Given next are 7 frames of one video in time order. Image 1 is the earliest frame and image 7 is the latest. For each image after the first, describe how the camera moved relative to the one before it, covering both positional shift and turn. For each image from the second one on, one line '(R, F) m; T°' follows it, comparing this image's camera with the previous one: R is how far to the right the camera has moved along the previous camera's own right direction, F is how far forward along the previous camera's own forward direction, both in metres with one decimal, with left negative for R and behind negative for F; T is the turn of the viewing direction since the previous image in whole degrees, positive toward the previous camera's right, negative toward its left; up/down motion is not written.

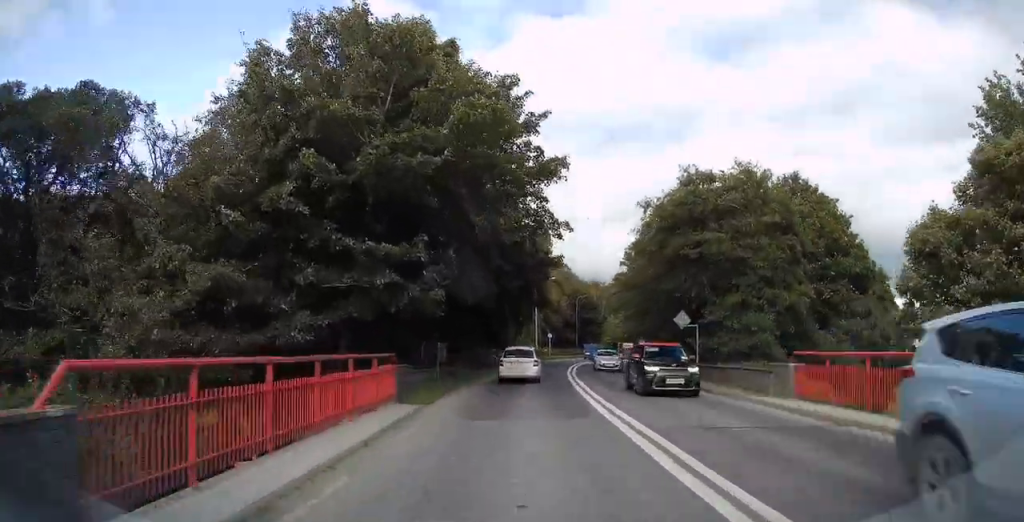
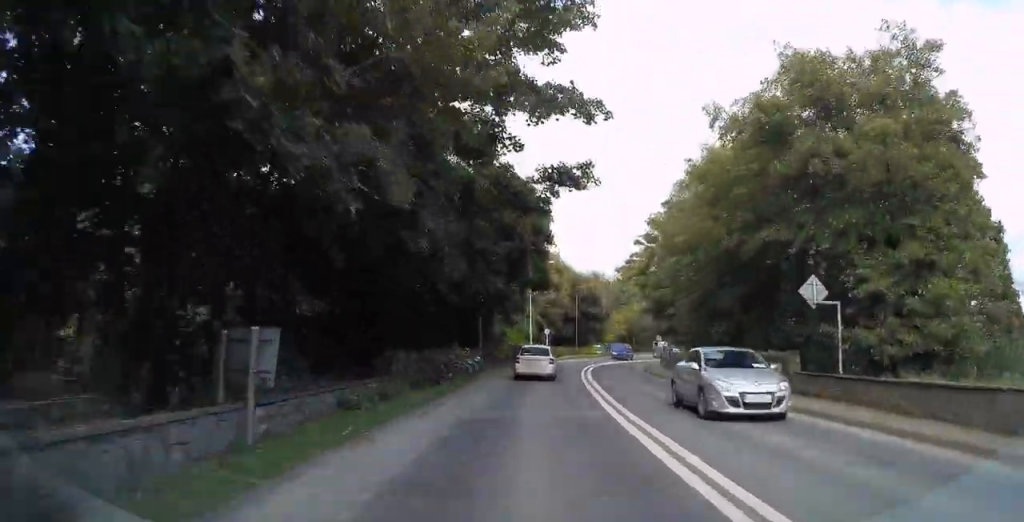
(+1.6, +15.8) m; +8°
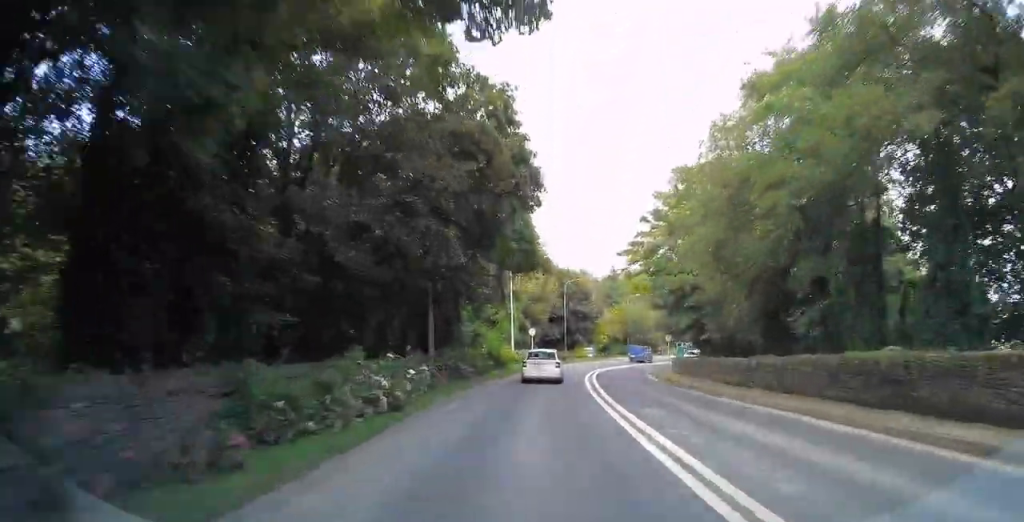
(+0.8, +13.3) m; +4°
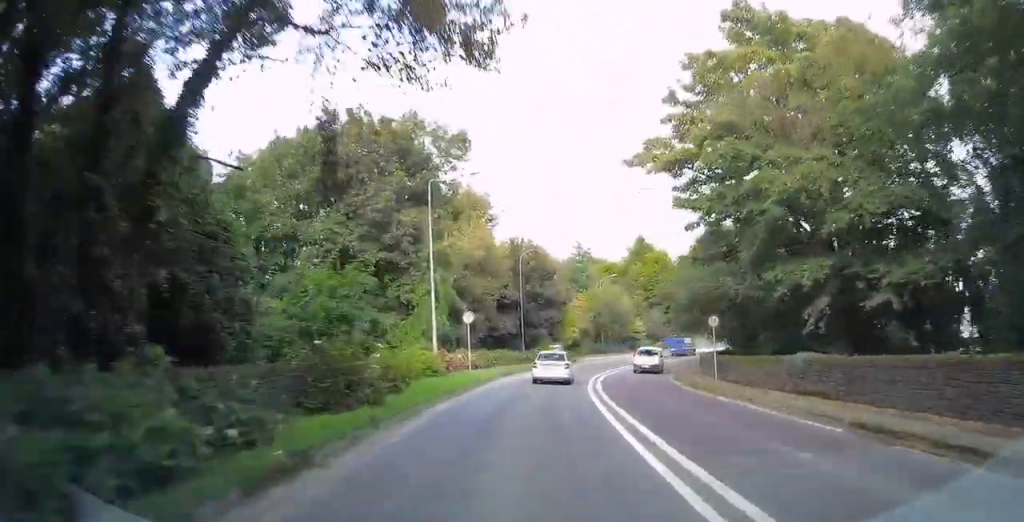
(+1.0, +26.4) m; +8°
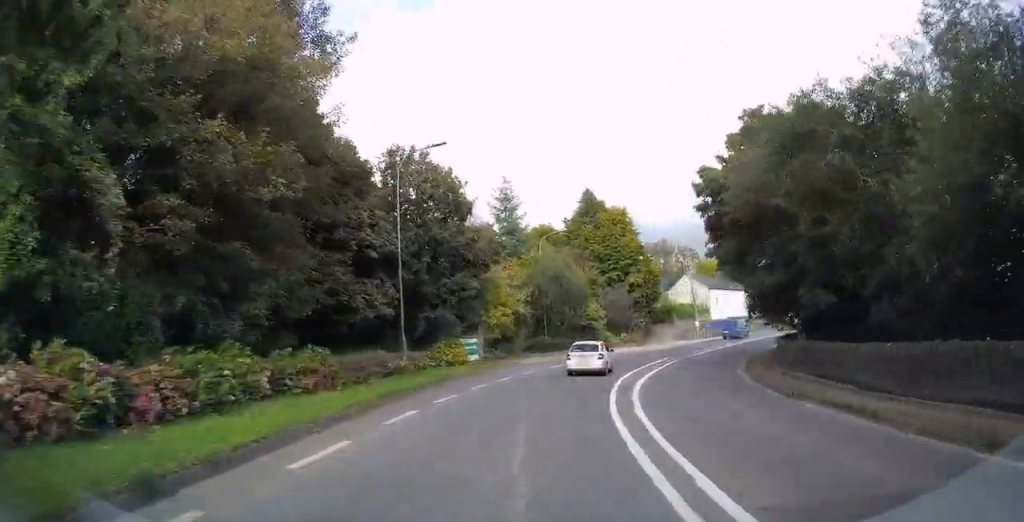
(+4.0, +28.5) m; +17°
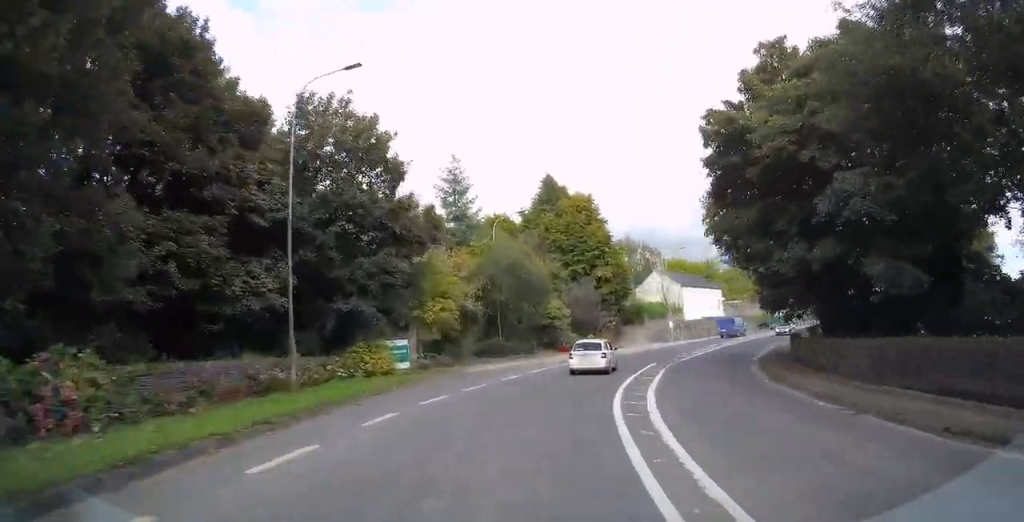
(+0.5, +8.5) m; +5°
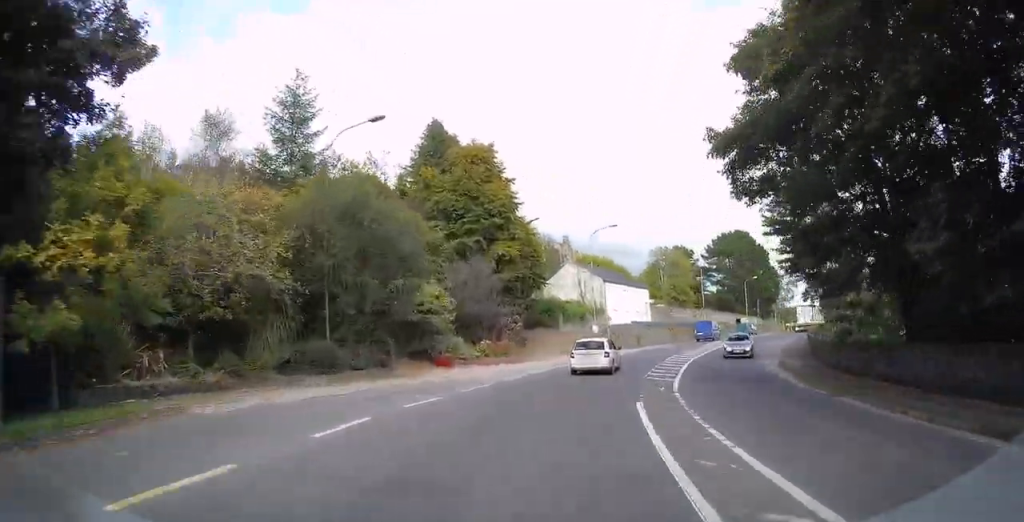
(+1.4, +18.4) m; +8°
